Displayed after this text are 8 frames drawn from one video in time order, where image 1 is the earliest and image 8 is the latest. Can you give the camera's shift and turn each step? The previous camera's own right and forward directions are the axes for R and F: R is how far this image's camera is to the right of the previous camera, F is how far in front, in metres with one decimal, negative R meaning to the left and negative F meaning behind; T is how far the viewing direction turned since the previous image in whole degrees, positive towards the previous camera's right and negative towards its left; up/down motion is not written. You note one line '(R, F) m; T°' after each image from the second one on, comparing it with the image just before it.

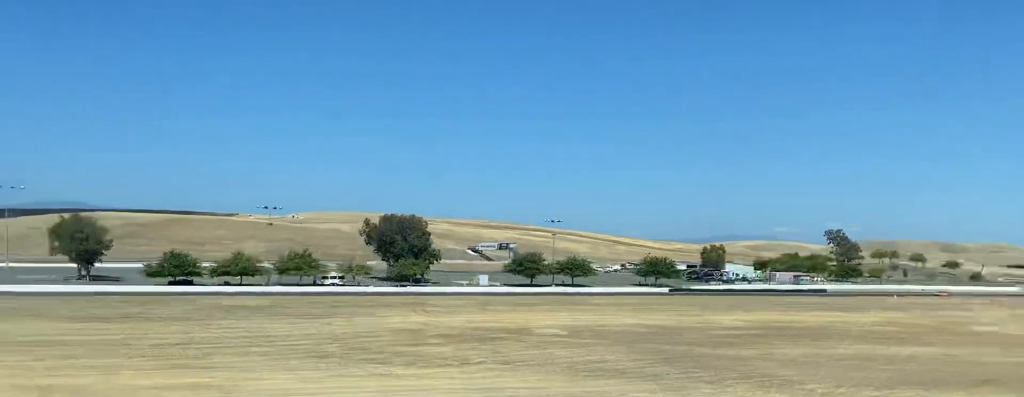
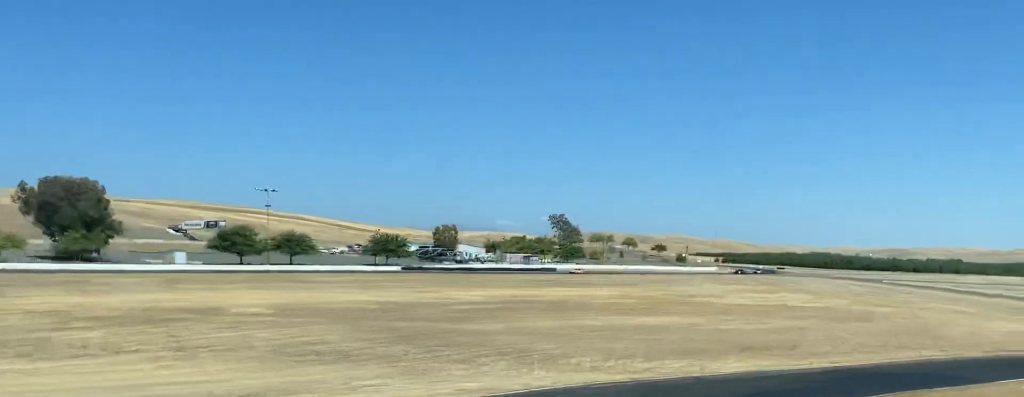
(+2.1, +19.2) m; +17°
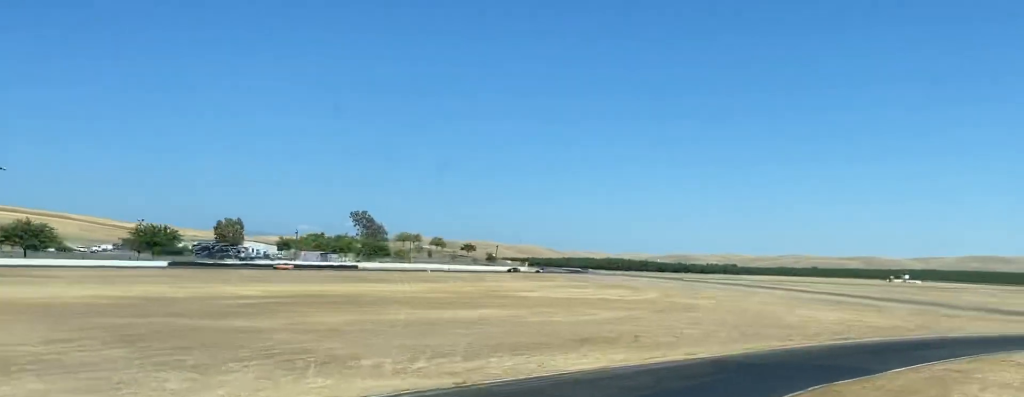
(+1.0, +17.5) m; +17°
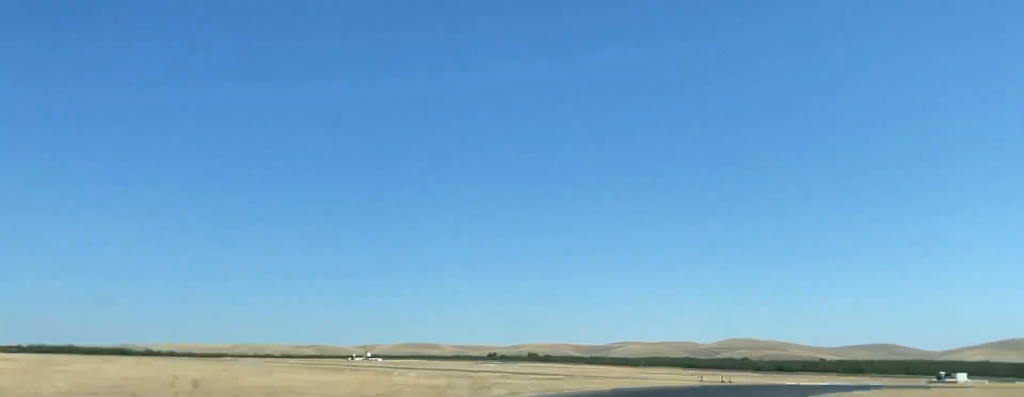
(+23.0, +48.9) m; +42°
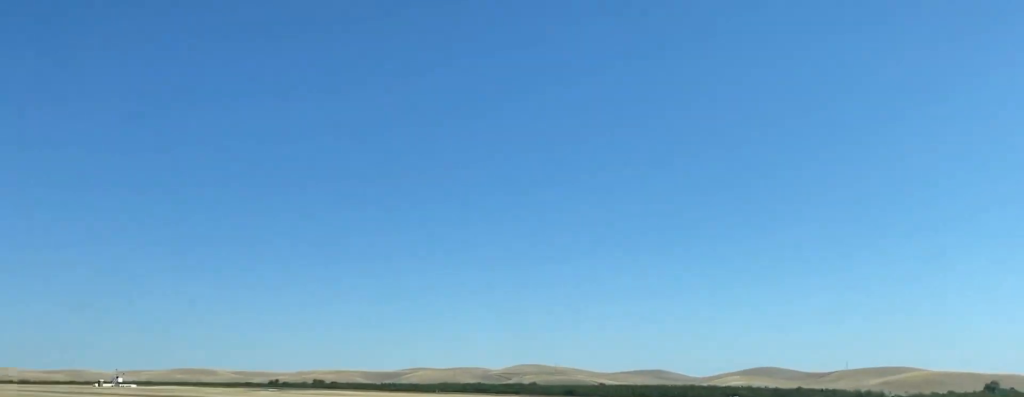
(+2.1, +20.6) m; +8°
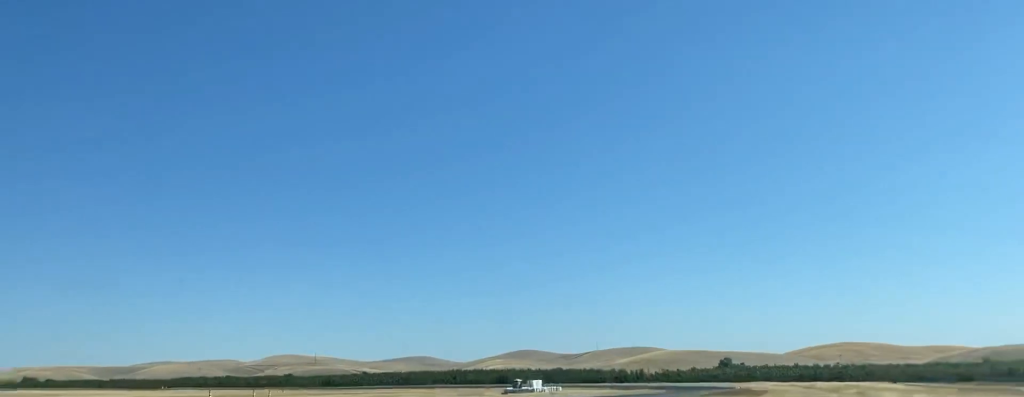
(+2.2, +30.5) m; +7°
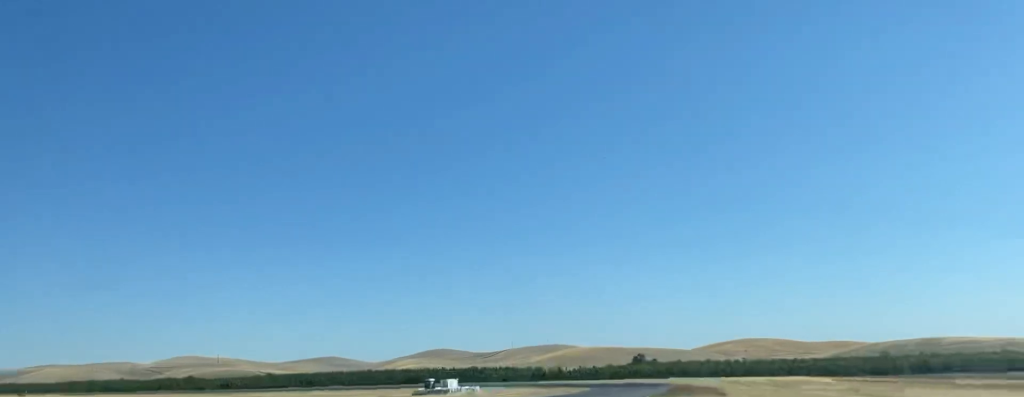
(+0.1, +16.3) m; +3°
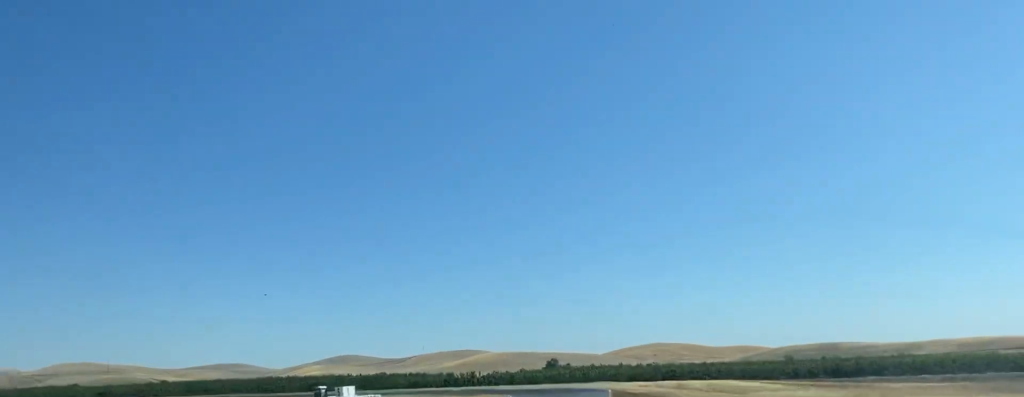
(+0.4, +16.1) m; +2°
